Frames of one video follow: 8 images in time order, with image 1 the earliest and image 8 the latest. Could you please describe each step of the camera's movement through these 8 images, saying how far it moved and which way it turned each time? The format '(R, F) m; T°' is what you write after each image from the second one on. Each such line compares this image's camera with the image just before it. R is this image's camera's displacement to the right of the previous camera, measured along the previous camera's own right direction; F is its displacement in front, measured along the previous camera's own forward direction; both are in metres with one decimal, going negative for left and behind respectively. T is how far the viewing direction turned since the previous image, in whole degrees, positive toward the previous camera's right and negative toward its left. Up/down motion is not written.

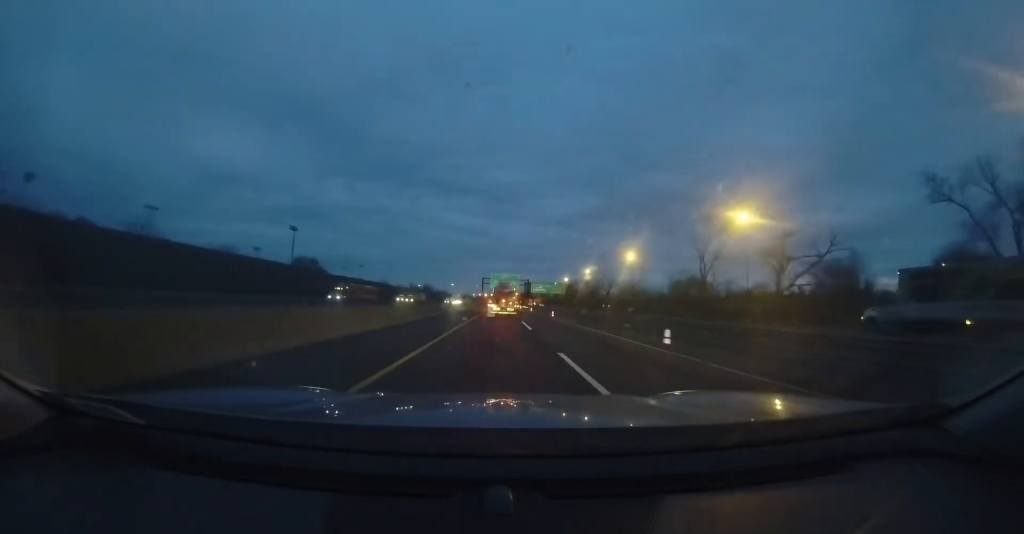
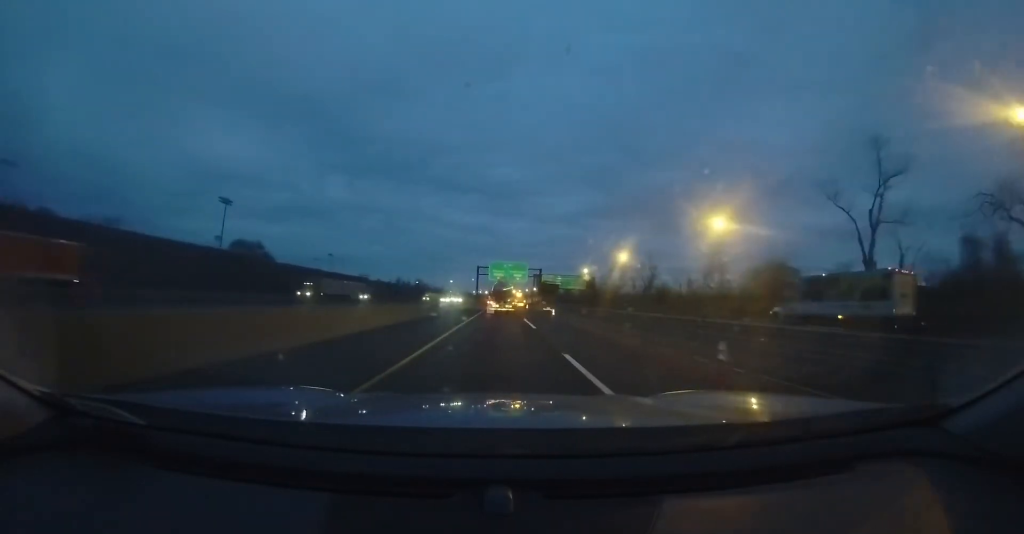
(-0.6, +31.0) m; -2°
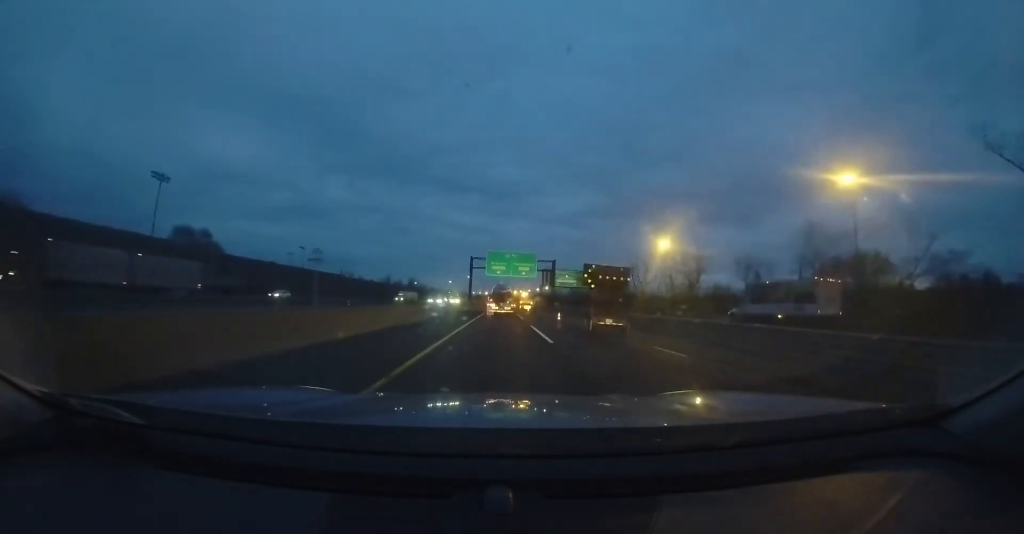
(-0.1, +20.0) m; 0°
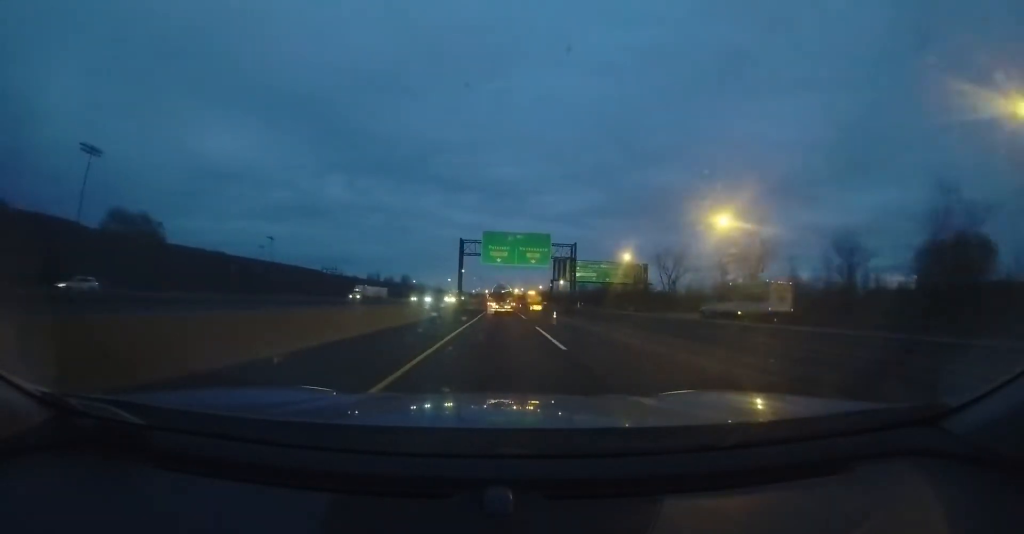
(0.0, +17.0) m; 0°
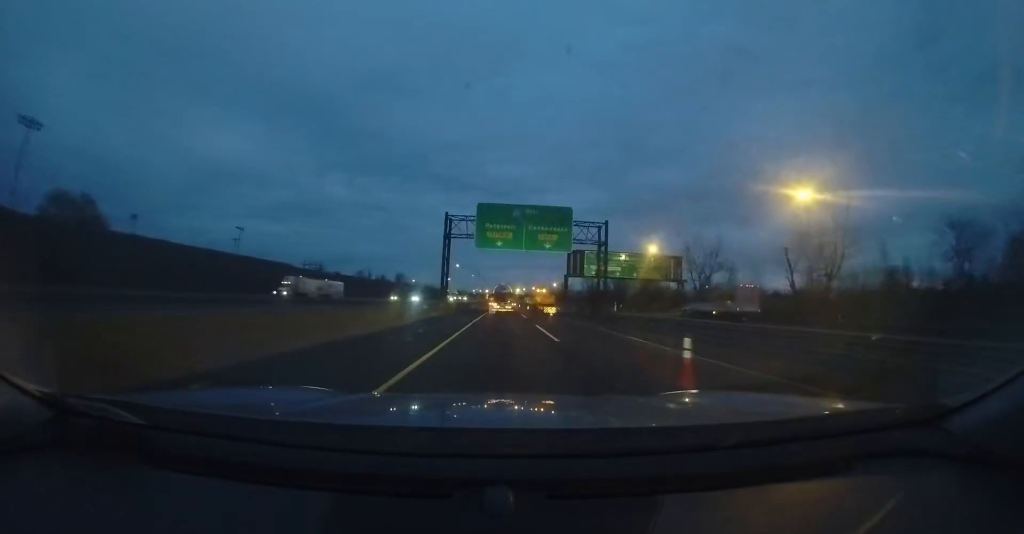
(-0.1, +13.3) m; +1°
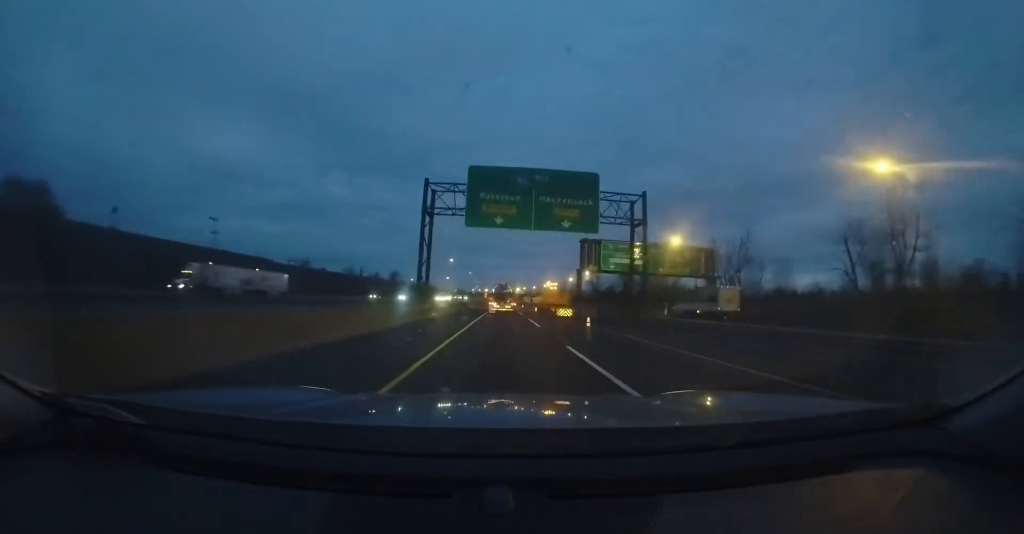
(+0.1, +9.1) m; 0°
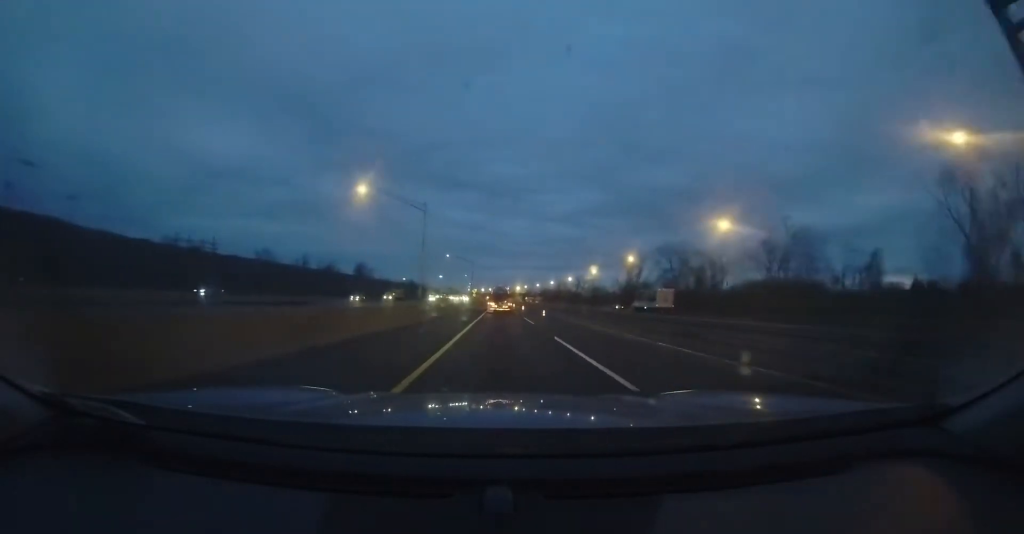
(+0.4, +44.0) m; 0°
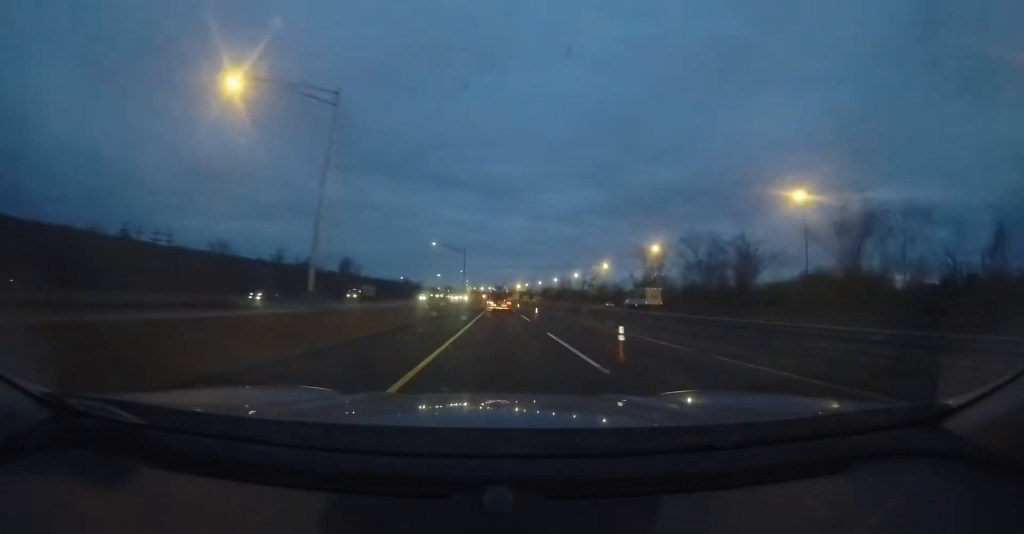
(-0.1, +13.6) m; 0°
